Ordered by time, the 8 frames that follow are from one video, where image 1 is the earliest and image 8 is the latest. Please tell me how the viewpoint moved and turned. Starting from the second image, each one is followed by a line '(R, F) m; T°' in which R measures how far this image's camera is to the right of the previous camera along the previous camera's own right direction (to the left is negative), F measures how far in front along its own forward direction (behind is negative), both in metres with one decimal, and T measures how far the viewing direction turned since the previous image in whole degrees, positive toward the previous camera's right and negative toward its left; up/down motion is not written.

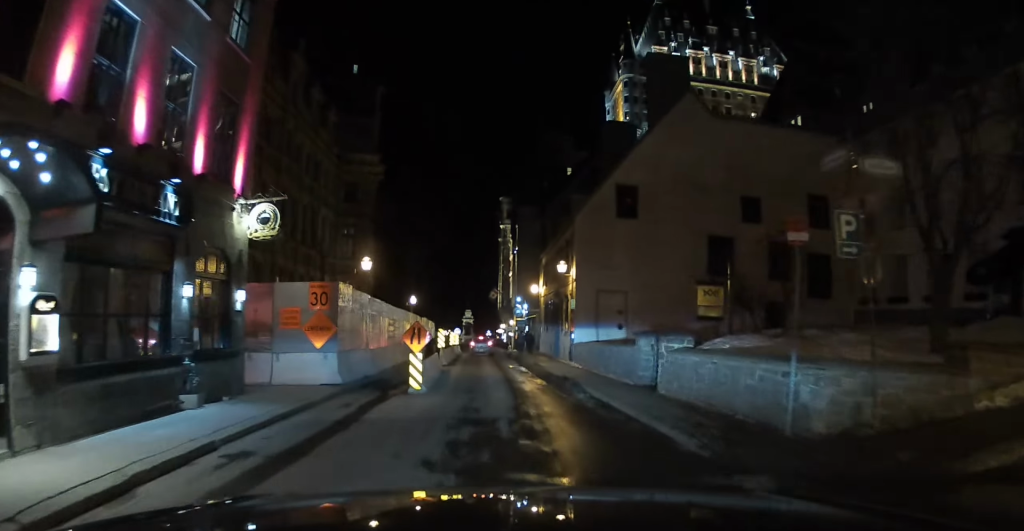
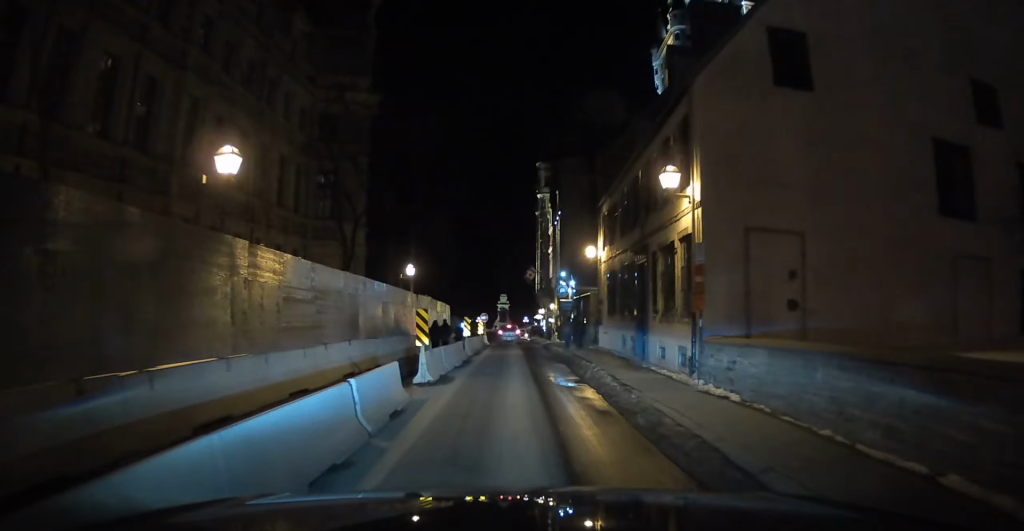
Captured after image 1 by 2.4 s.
(+0.5, +15.6) m; -2°
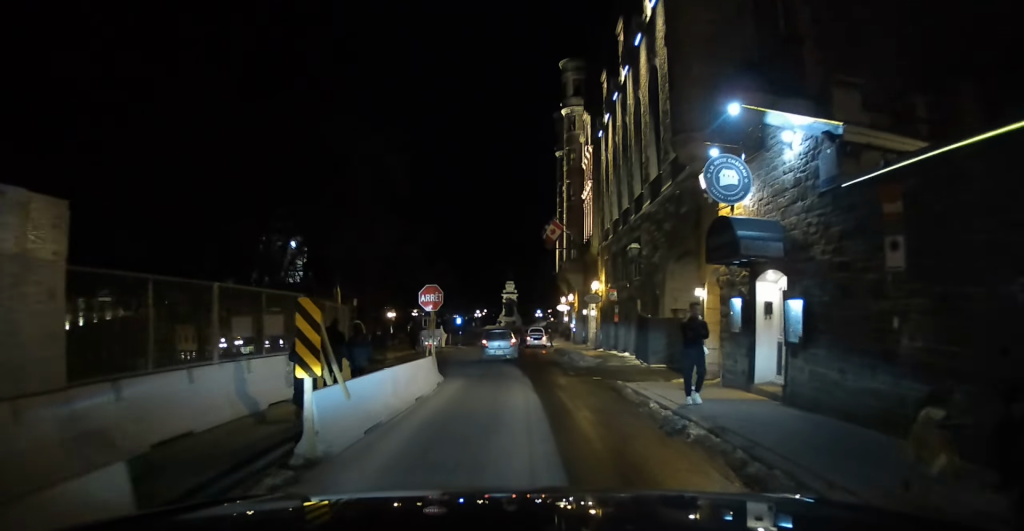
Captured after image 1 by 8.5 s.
(-2.2, +36.4) m; -1°
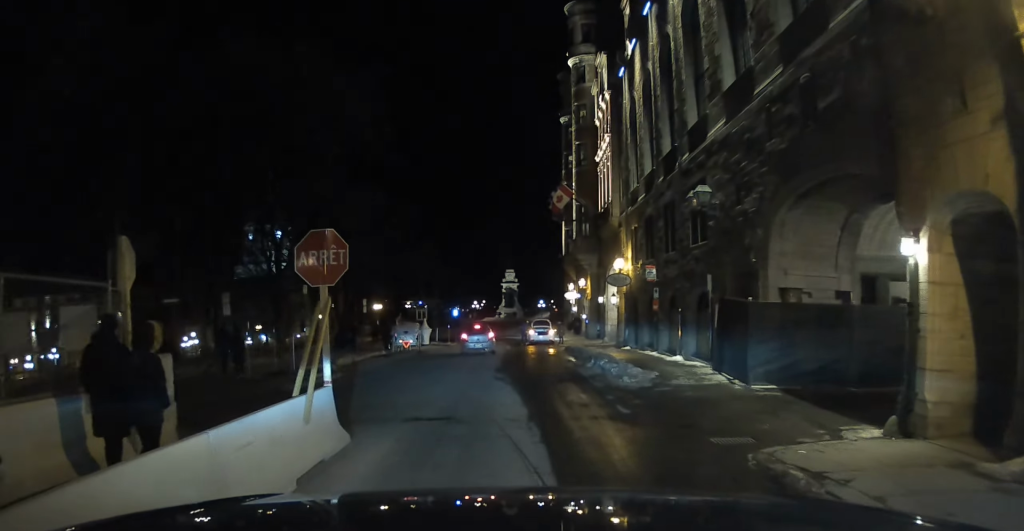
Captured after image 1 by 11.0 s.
(+0.3, +11.4) m; -1°
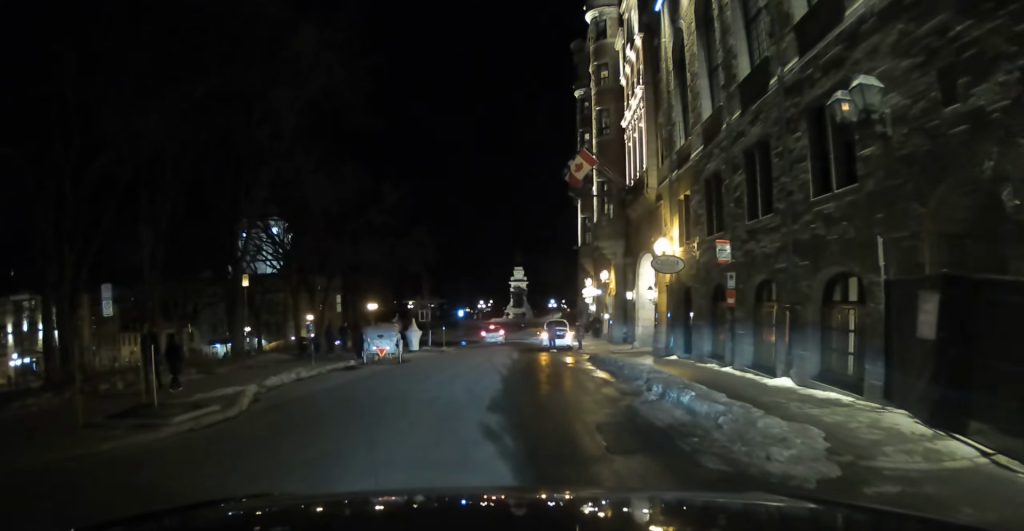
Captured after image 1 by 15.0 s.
(-0.7, +15.6) m; -2°
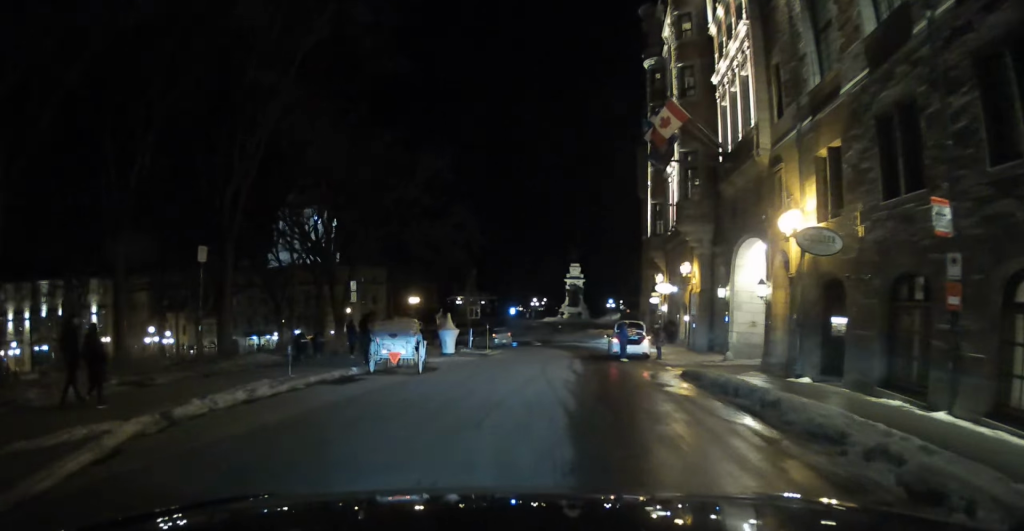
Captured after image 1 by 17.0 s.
(+0.1, +8.0) m; 0°
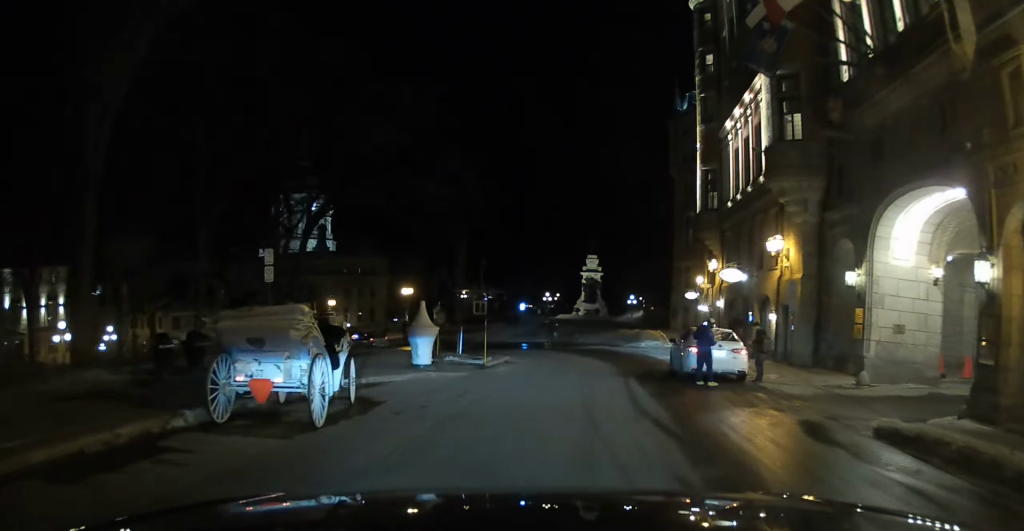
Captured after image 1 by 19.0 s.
(0.0, +9.6) m; -1°
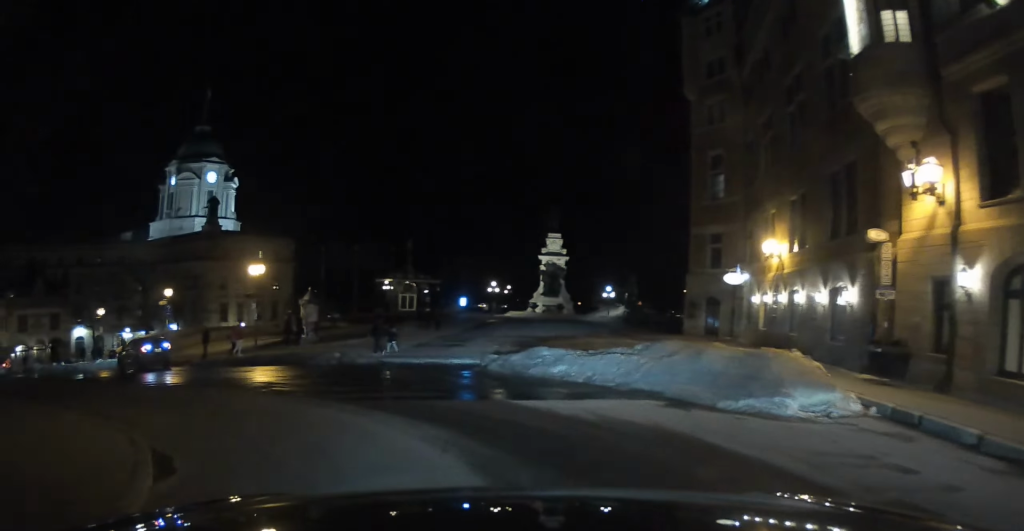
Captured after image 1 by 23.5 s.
(-1.5, +24.3) m; -14°
